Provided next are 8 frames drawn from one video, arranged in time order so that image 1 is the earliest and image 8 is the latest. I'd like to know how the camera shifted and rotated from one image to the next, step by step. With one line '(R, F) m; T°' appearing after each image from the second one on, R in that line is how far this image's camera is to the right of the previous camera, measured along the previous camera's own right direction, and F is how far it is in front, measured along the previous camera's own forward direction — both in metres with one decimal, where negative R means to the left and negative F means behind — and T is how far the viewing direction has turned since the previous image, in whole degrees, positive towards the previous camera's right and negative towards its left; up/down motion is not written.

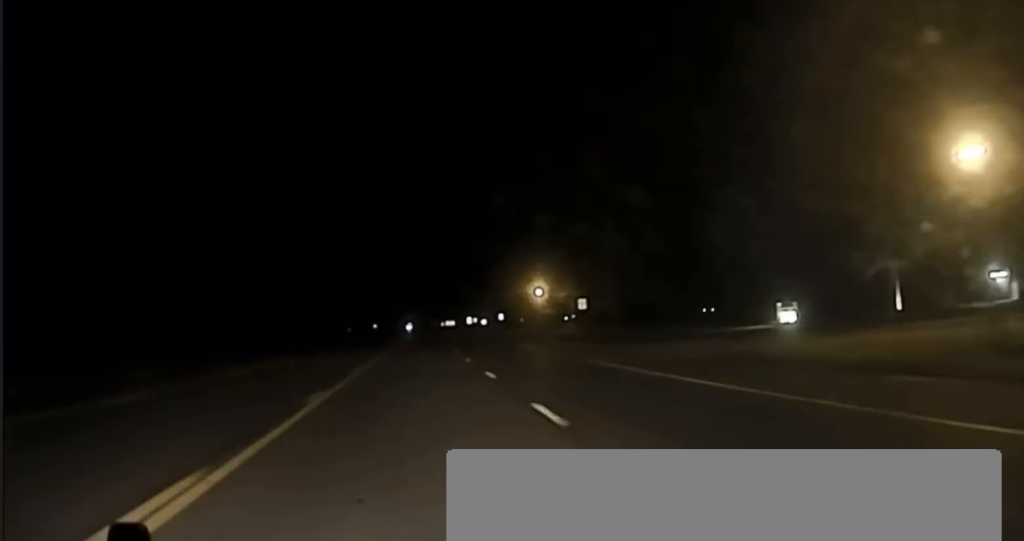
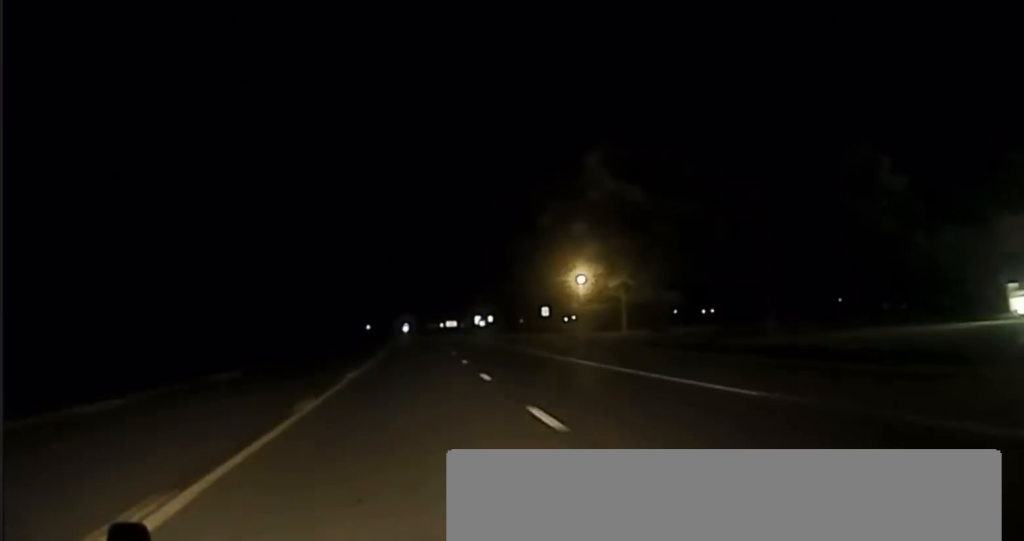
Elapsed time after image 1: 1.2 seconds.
(+0.5, +49.7) m; +1°
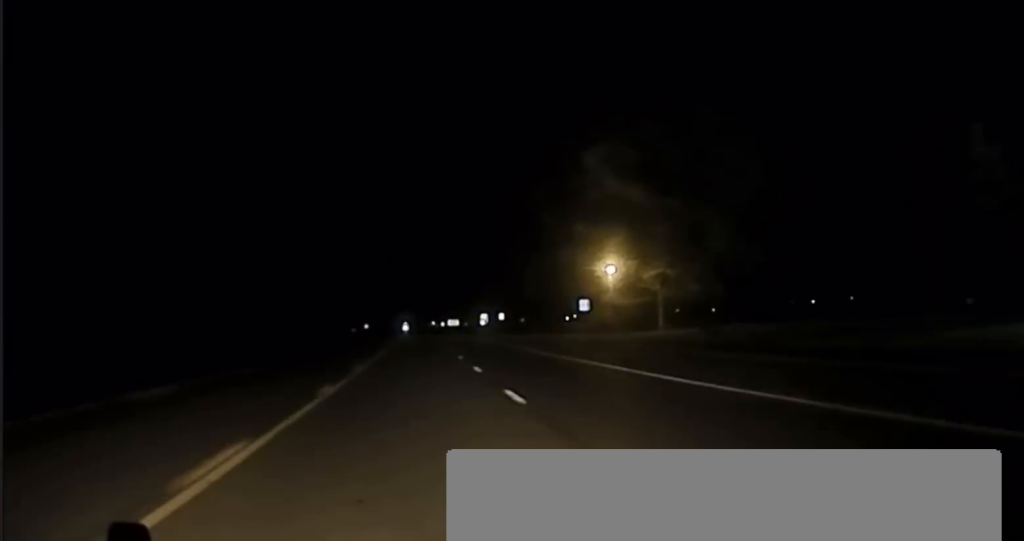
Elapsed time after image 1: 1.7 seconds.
(0.0, +20.3) m; 0°
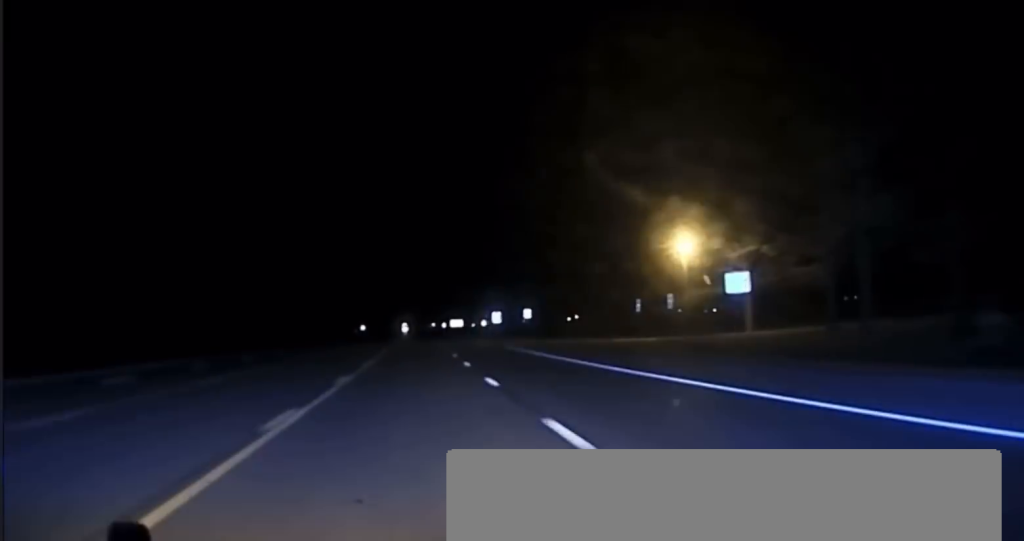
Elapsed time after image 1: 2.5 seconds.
(0.0, +31.6) m; 0°
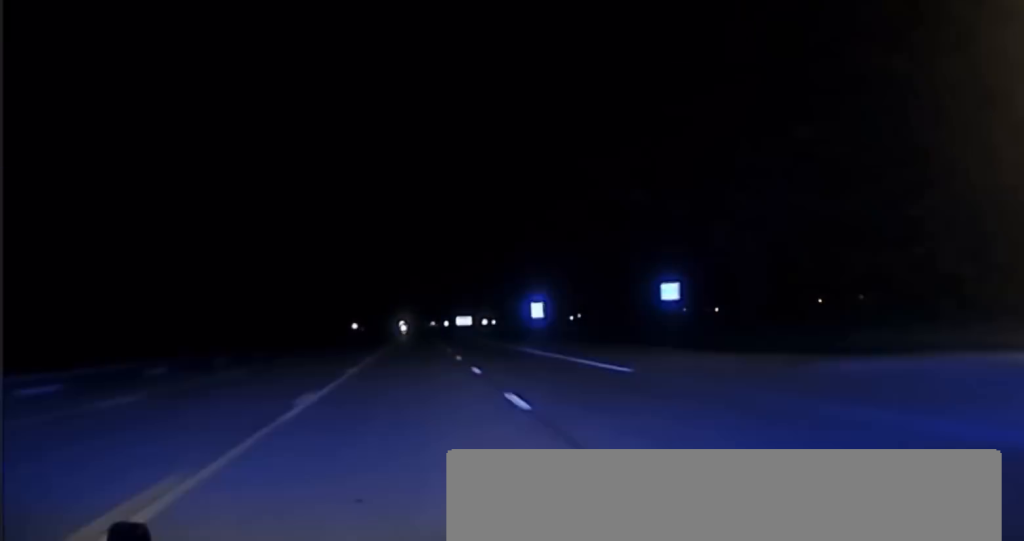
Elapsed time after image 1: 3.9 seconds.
(0.0, +56.5) m; 0°
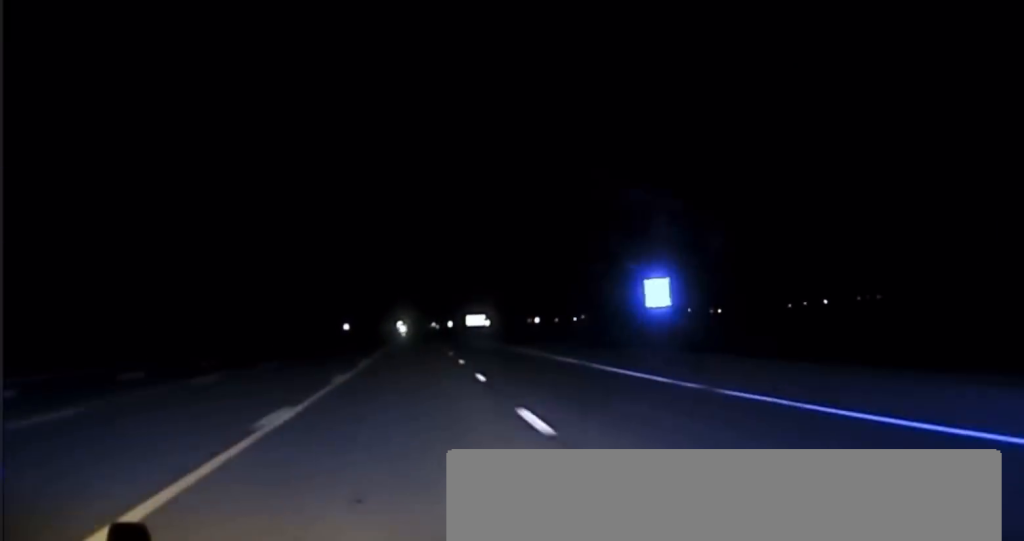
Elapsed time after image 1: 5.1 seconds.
(0.0, +52.7) m; 0°
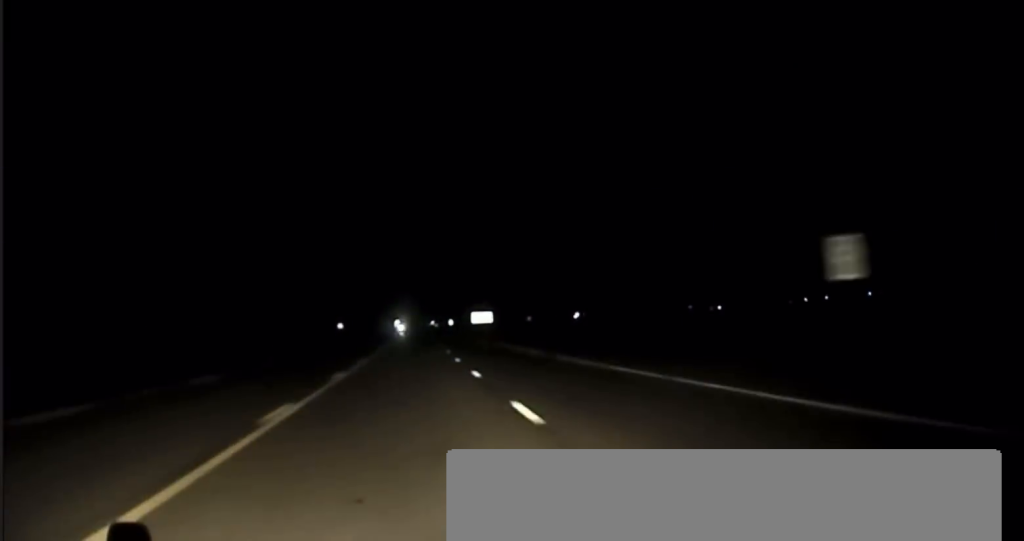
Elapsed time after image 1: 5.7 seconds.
(0.0, +23.6) m; 0°
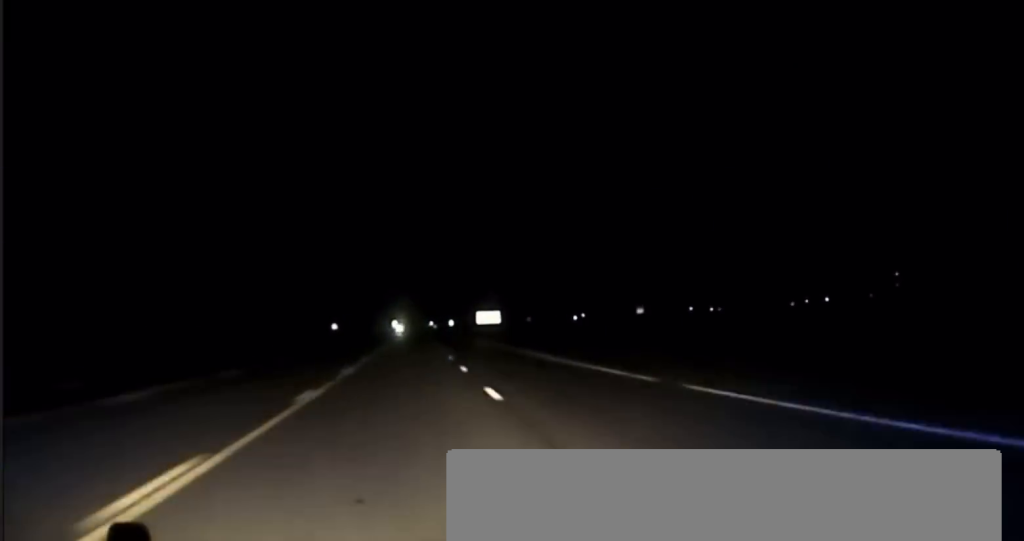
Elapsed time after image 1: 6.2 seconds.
(0.0, +19.6) m; 0°
